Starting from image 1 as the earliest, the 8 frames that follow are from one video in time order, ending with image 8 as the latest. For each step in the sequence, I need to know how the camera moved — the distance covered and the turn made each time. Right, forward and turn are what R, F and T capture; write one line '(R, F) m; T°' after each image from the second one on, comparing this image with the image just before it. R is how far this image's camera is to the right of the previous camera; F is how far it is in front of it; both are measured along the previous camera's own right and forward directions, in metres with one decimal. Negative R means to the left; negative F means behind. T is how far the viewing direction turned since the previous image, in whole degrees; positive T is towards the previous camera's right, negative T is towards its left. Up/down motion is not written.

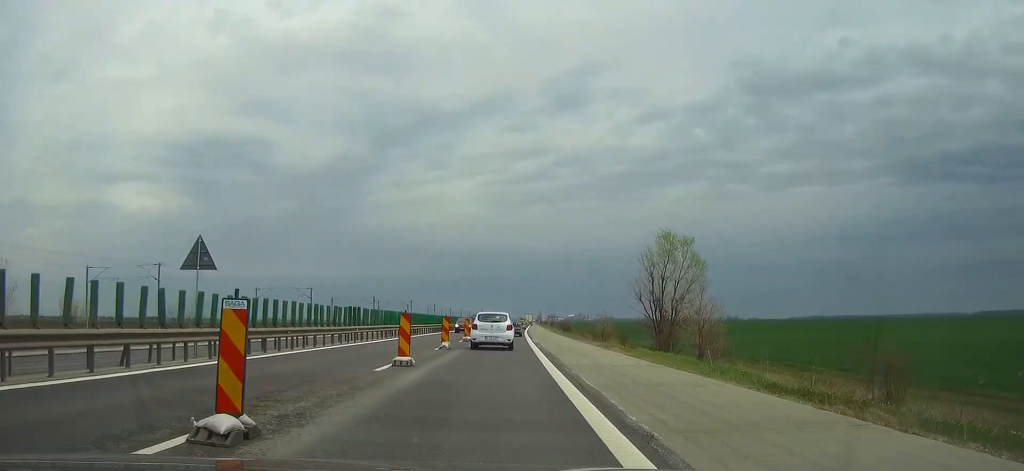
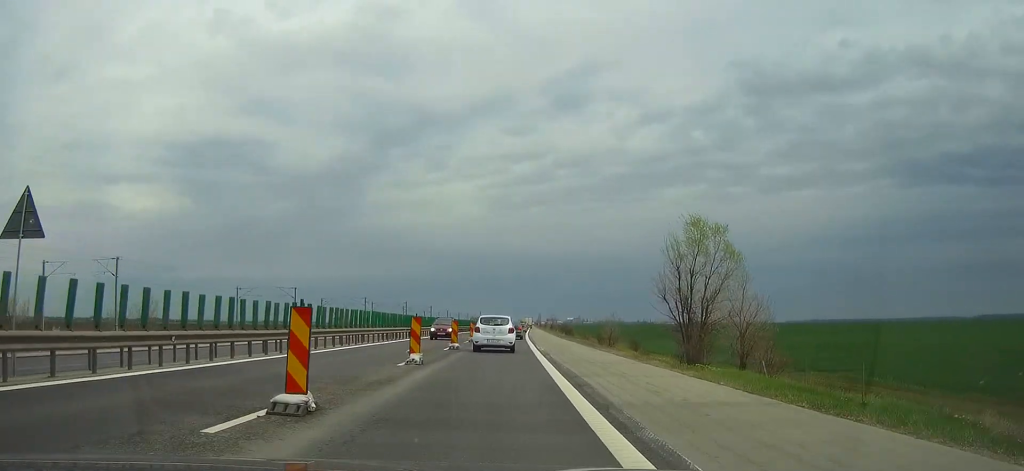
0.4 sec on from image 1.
(0.0, +8.9) m; 0°
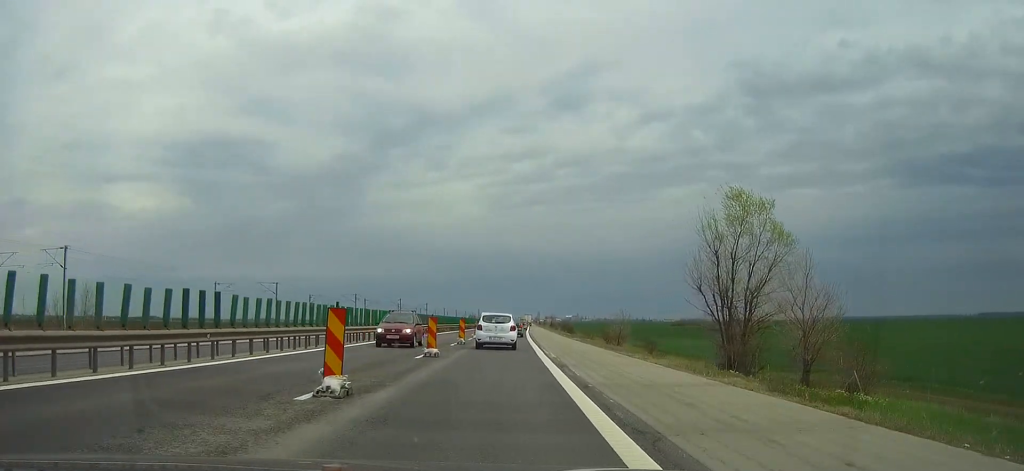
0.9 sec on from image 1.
(0.0, +8.9) m; 0°
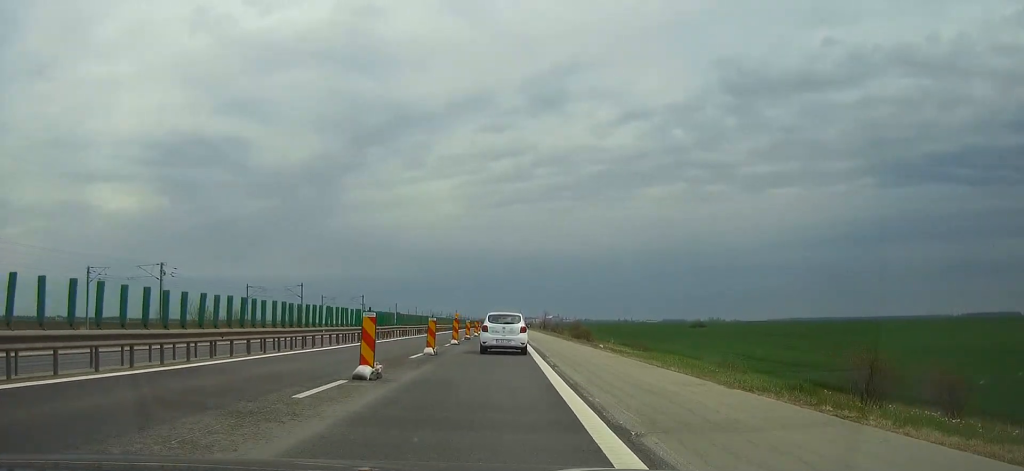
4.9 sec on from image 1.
(+1.2, +83.2) m; +2°
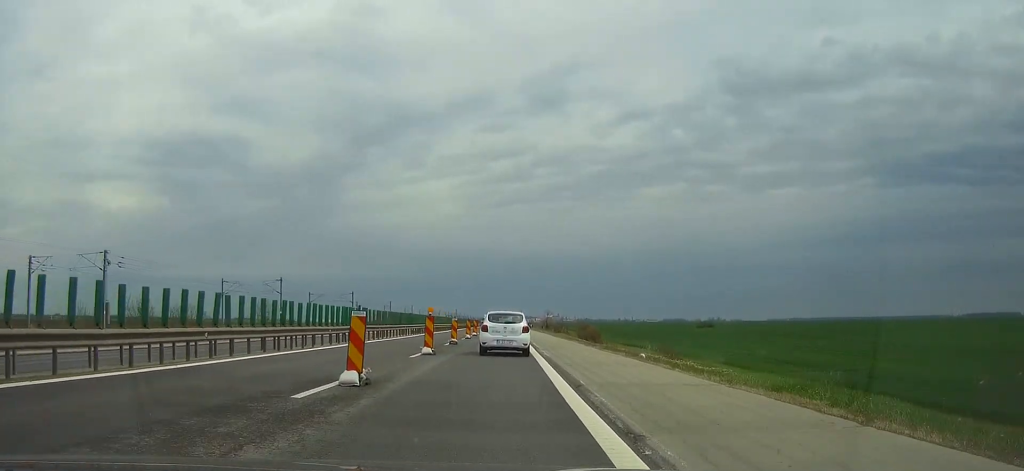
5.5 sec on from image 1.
(0.0, +12.1) m; 0°
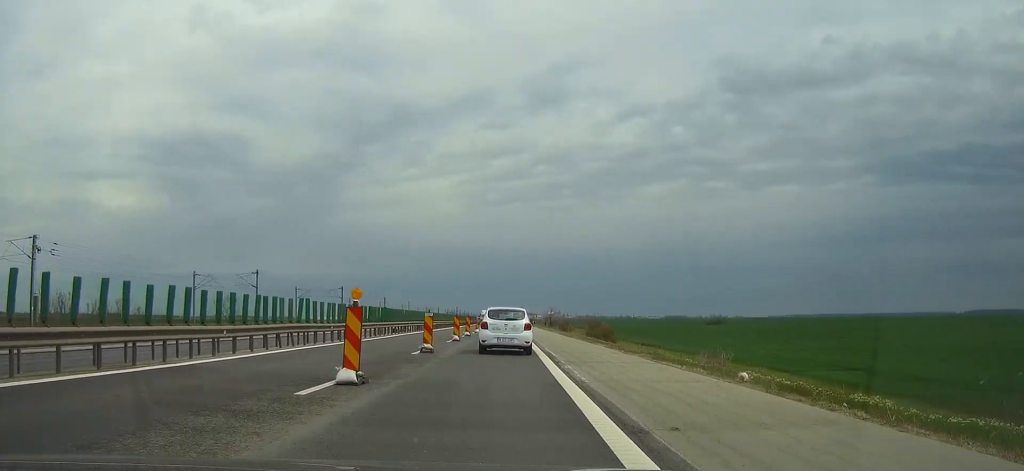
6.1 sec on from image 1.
(0.0, +12.0) m; 0°
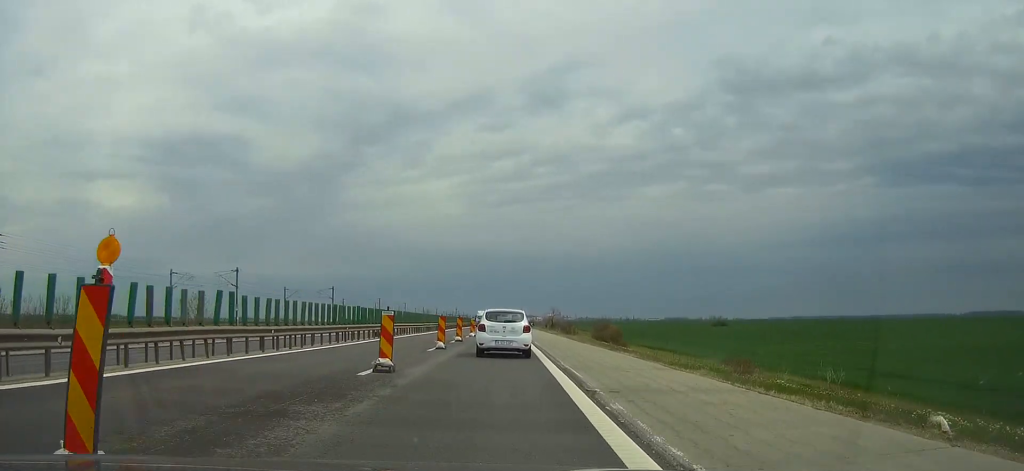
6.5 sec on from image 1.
(0.0, +7.9) m; 0°
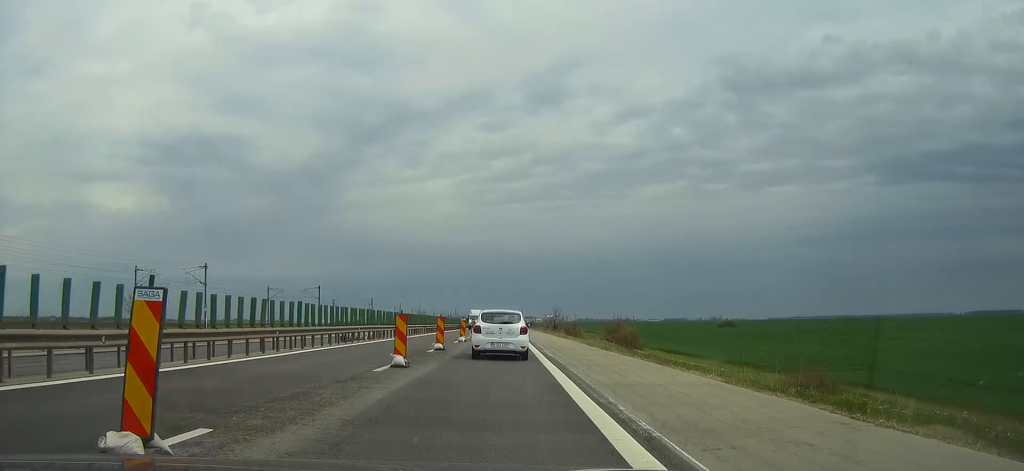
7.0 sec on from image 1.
(0.0, +10.5) m; 0°
